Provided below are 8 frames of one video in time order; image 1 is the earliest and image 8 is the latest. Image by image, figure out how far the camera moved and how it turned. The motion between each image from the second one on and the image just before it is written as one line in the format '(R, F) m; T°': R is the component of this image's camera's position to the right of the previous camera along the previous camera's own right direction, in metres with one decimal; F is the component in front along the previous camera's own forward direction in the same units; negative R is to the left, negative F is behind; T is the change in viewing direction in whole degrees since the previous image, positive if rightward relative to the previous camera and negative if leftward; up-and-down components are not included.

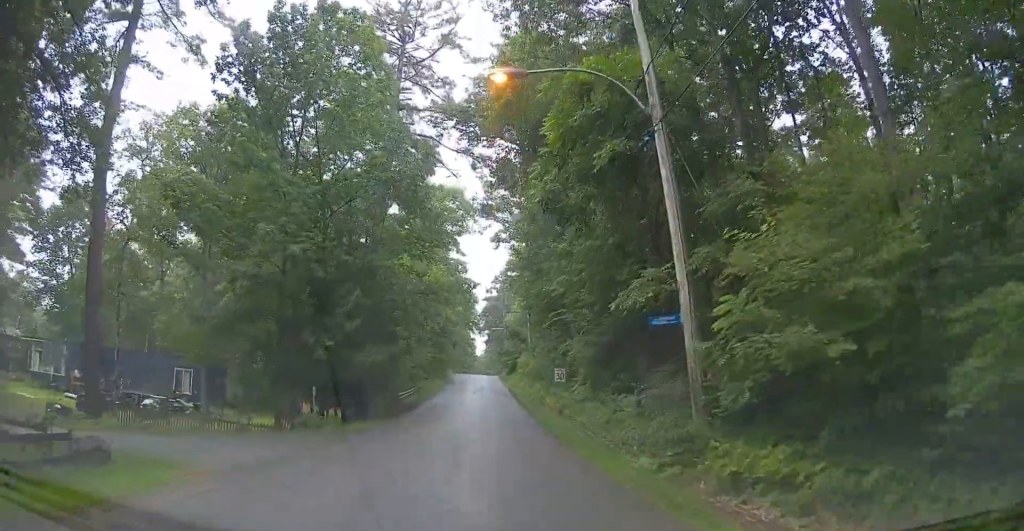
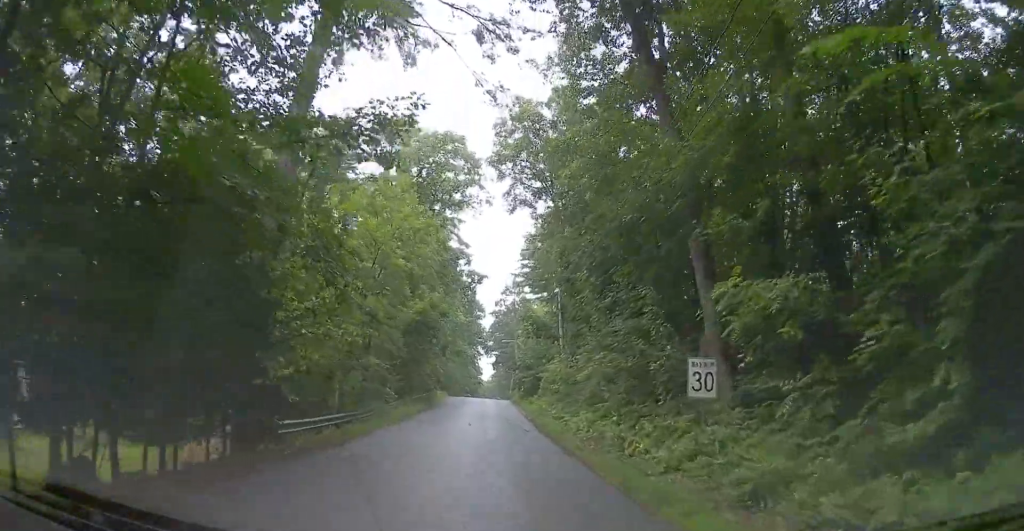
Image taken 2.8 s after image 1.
(+3.5, +20.3) m; +12°
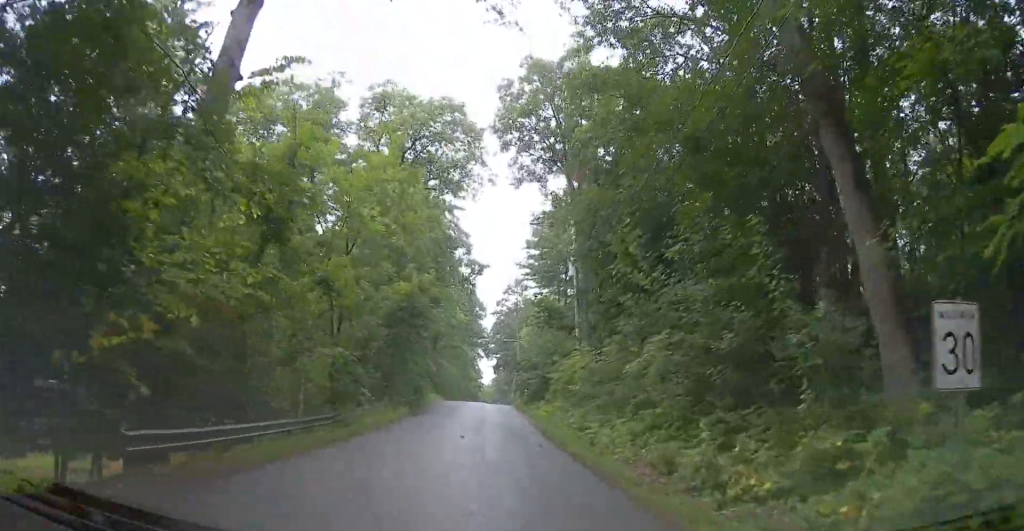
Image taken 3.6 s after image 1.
(+0.6, +6.6) m; +1°
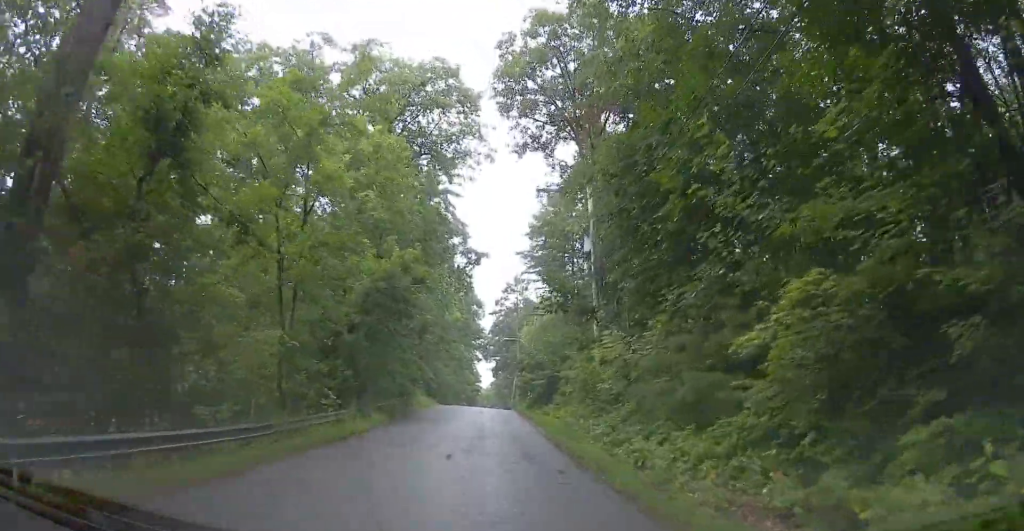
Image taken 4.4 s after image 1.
(-0.4, +6.1) m; -5°
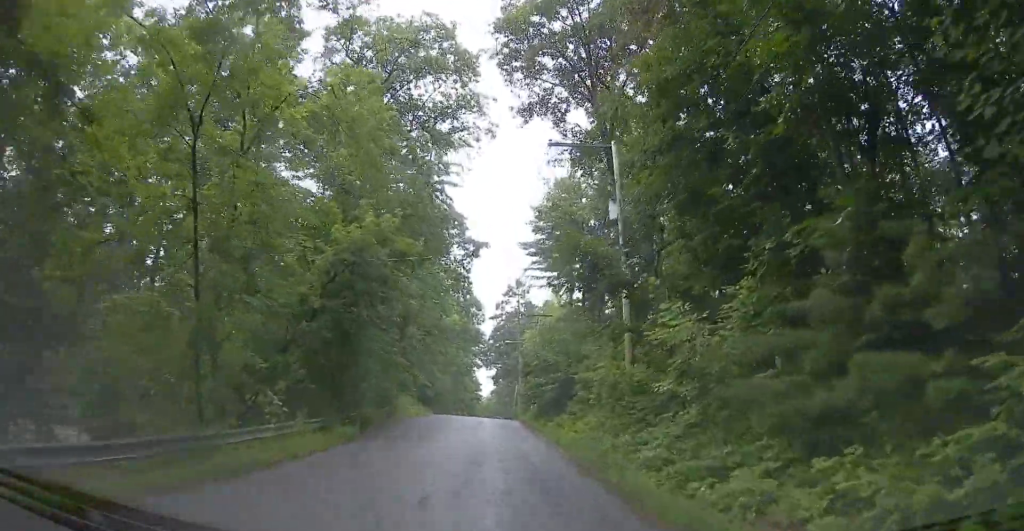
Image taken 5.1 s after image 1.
(-0.3, +6.0) m; -3°
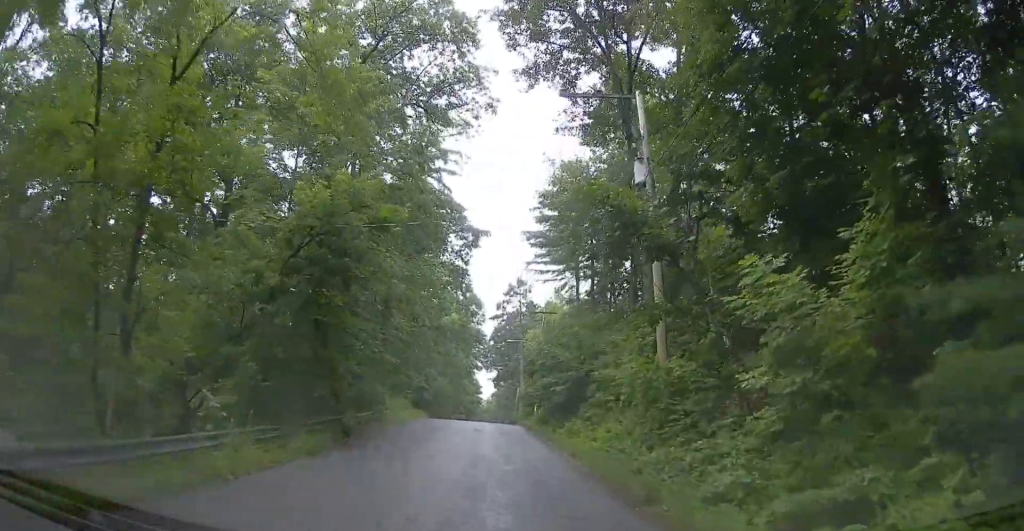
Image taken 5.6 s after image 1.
(-0.1, +4.2) m; -2°
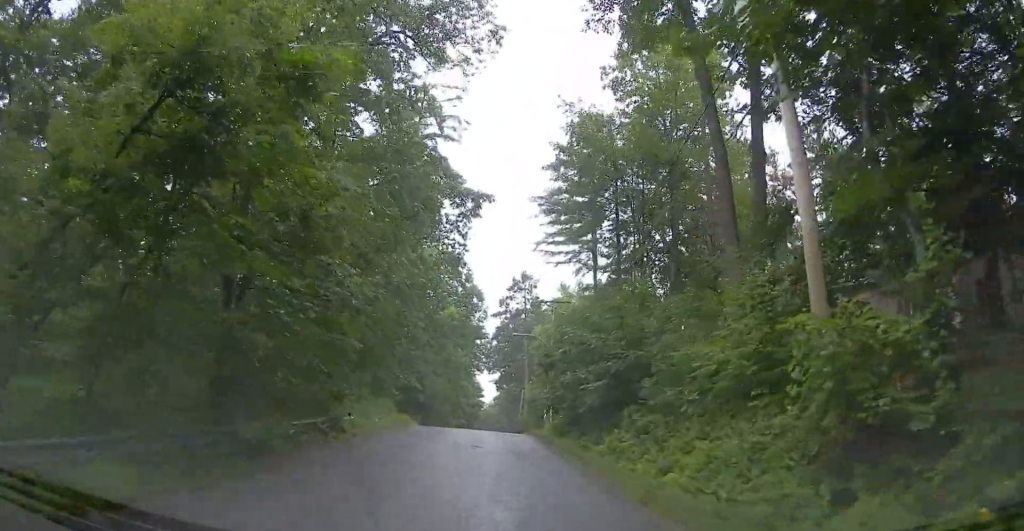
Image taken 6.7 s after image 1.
(-0.1, +8.6) m; -1°
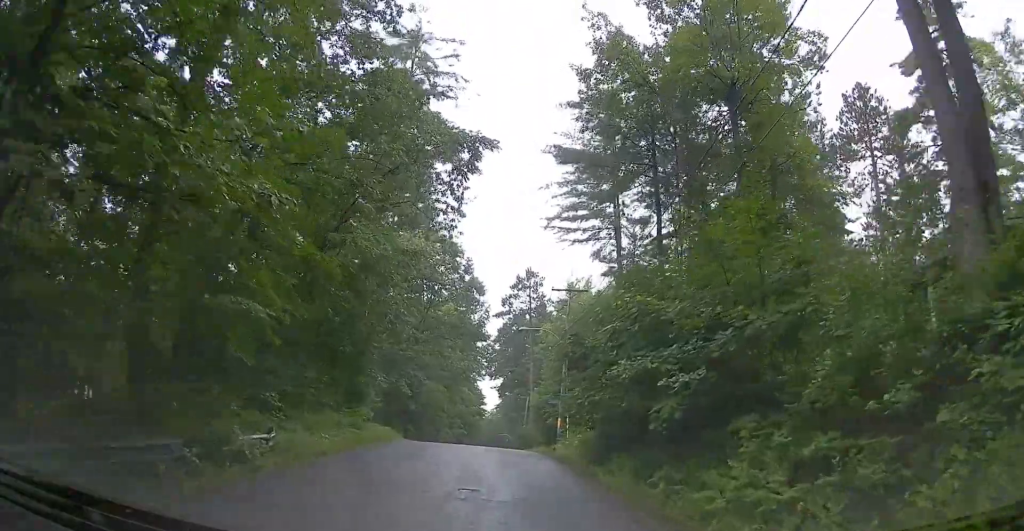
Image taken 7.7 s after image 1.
(-0.1, +8.8) m; -2°
